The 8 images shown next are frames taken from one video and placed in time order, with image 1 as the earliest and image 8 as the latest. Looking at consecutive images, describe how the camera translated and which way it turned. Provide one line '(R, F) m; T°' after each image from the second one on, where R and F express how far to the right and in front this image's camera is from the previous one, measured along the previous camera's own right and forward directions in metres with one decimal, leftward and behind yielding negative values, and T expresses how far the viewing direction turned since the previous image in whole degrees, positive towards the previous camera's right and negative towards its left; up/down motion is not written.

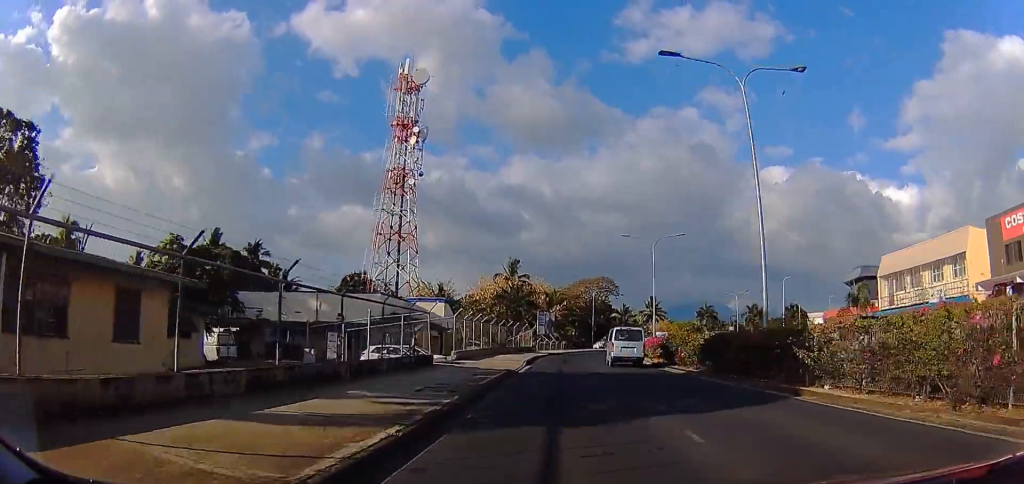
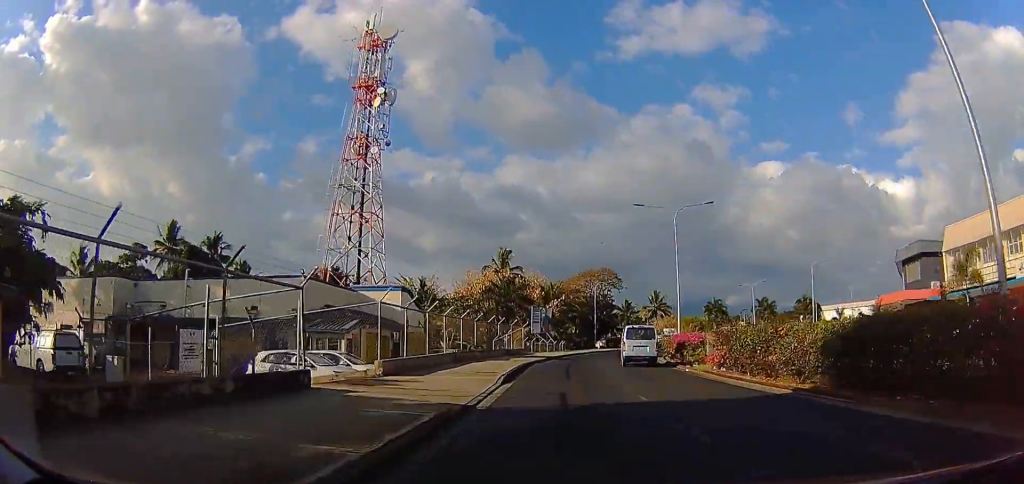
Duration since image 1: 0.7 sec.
(-0.6, +10.6) m; -3°
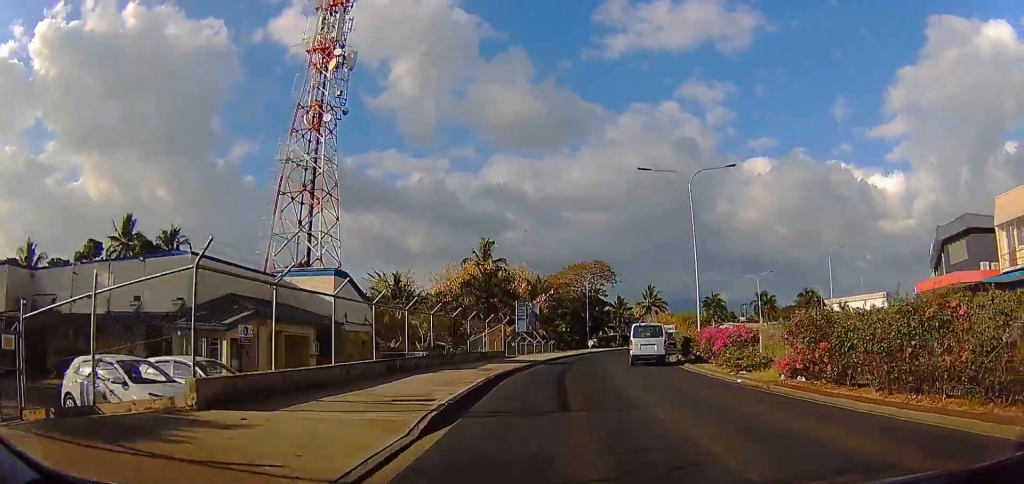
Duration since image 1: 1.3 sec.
(-0.1, +7.8) m; +1°
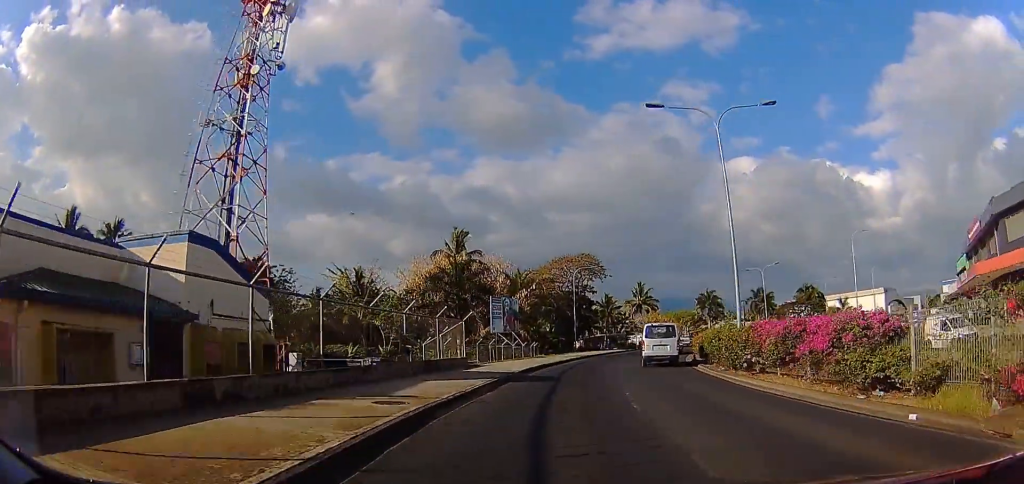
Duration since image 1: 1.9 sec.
(-0.2, +9.0) m; +2°
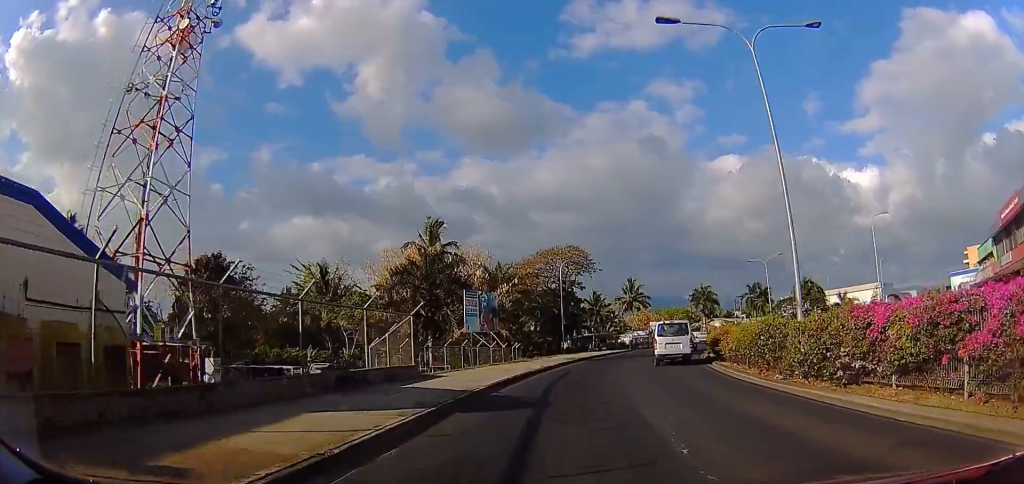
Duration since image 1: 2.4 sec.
(+0.4, +6.6) m; +2°
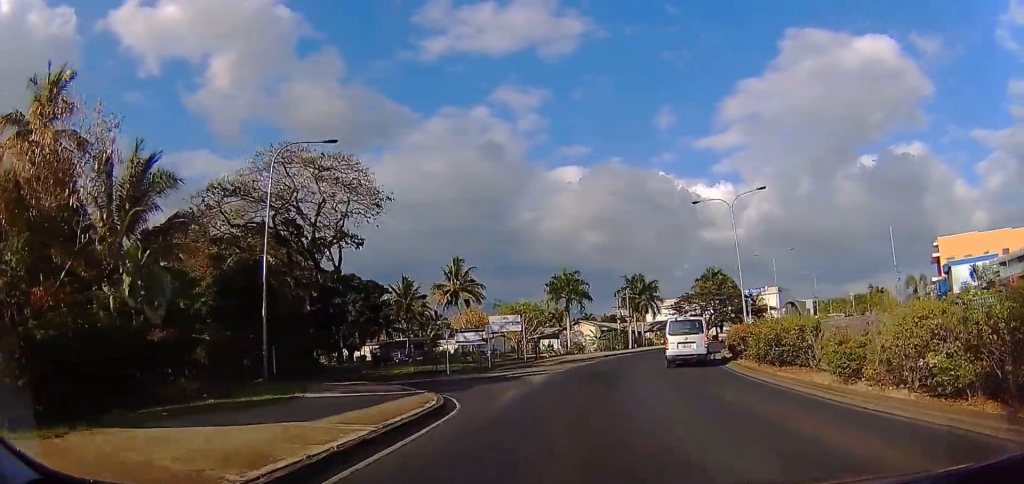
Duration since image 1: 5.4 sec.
(+5.4, +38.3) m; +20°
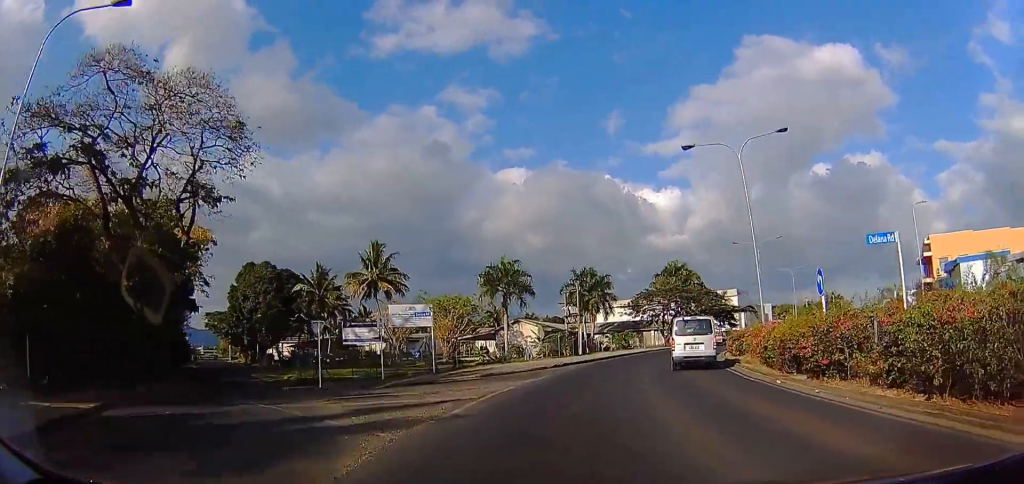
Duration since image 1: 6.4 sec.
(+0.9, +12.4) m; +7°
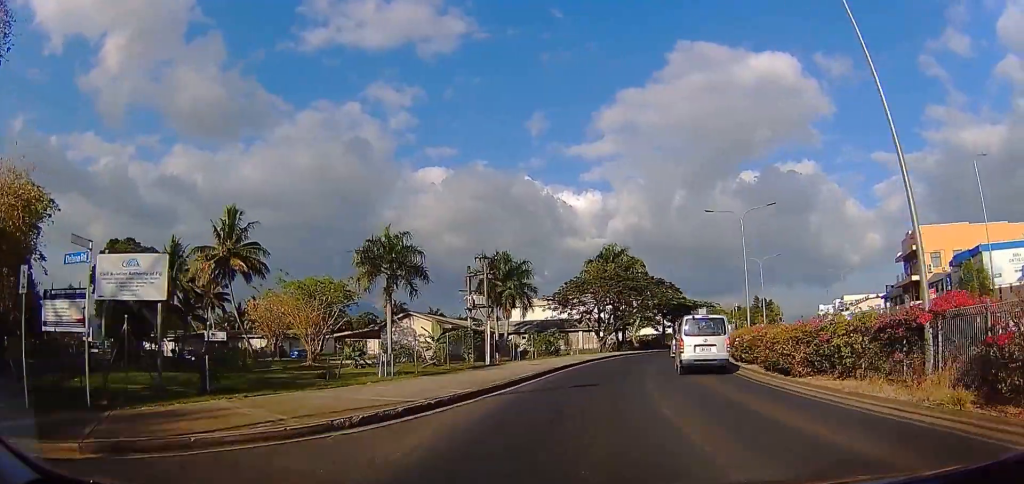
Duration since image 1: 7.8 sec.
(+1.2, +17.1) m; +7°
